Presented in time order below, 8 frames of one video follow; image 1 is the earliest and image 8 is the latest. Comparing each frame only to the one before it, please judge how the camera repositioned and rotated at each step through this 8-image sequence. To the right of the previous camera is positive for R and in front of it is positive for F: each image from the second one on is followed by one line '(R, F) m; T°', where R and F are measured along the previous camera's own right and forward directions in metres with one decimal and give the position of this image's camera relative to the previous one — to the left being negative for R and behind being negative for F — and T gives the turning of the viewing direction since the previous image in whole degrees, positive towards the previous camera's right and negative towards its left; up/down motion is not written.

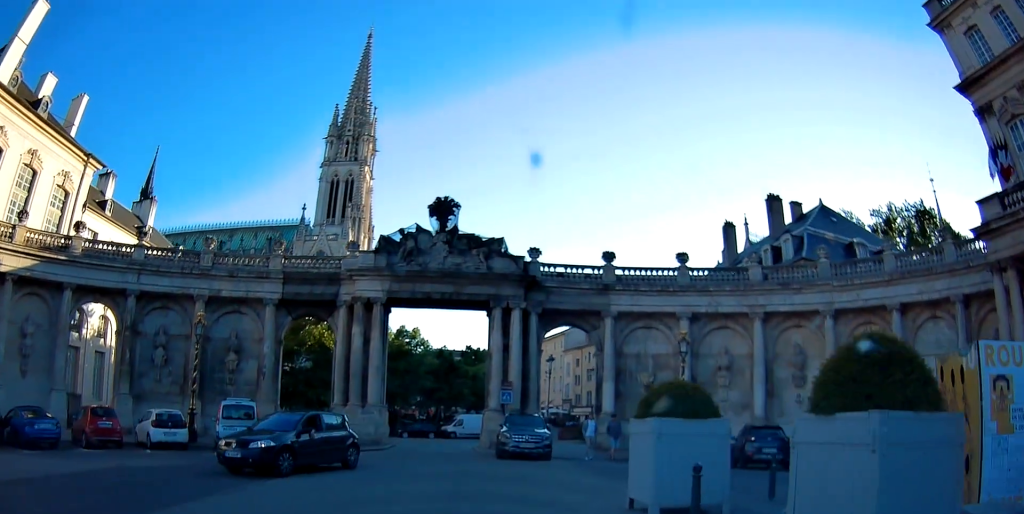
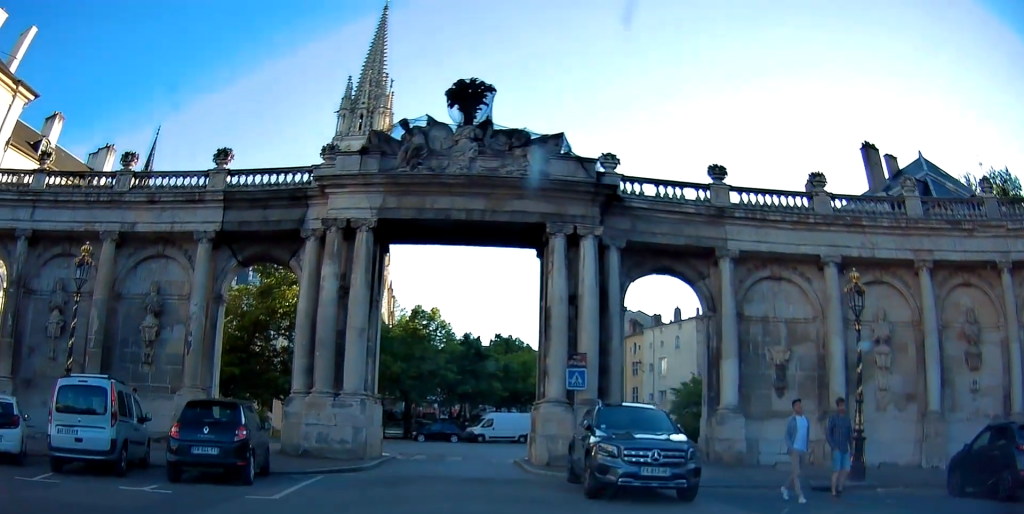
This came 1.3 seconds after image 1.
(-0.5, +11.7) m; -1°
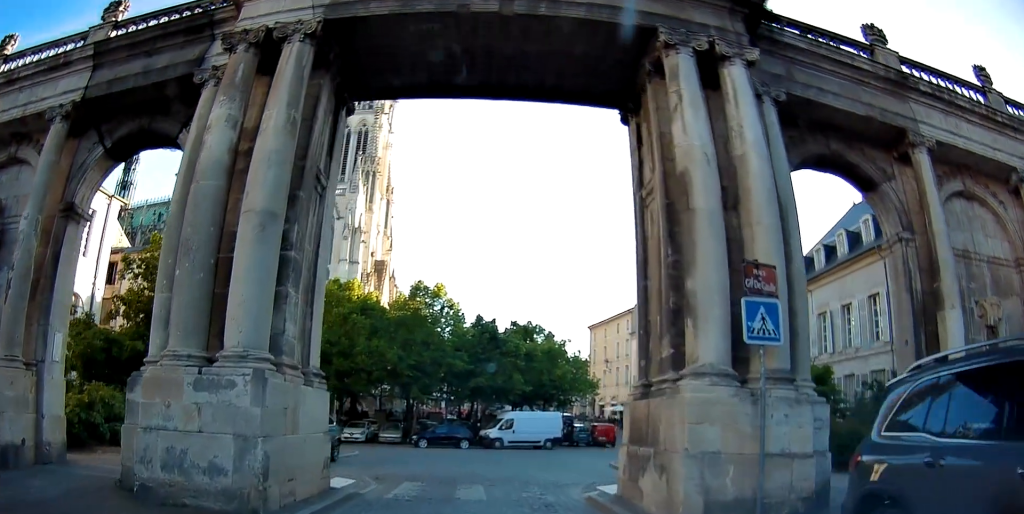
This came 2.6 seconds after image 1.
(+0.2, +10.1) m; -1°
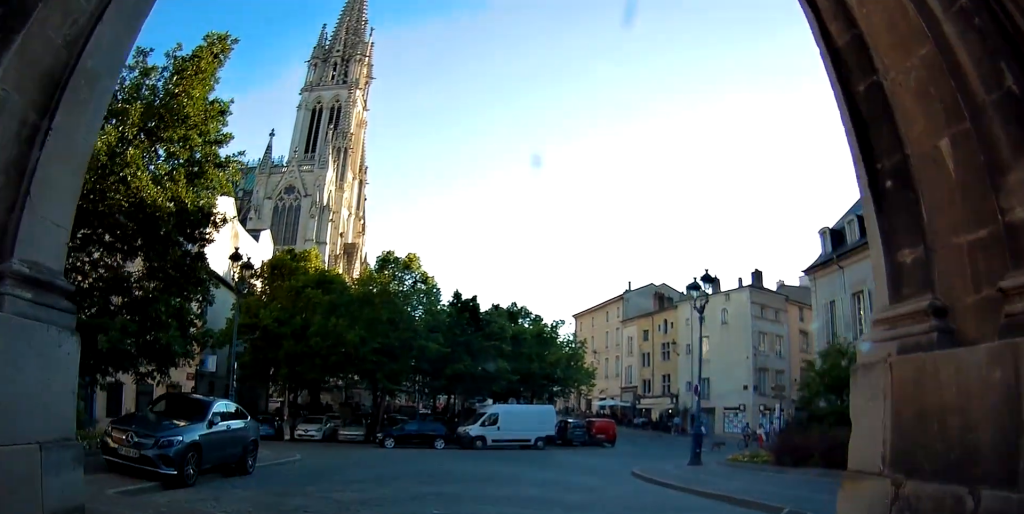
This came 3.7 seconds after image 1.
(-0.3, +8.3) m; 0°
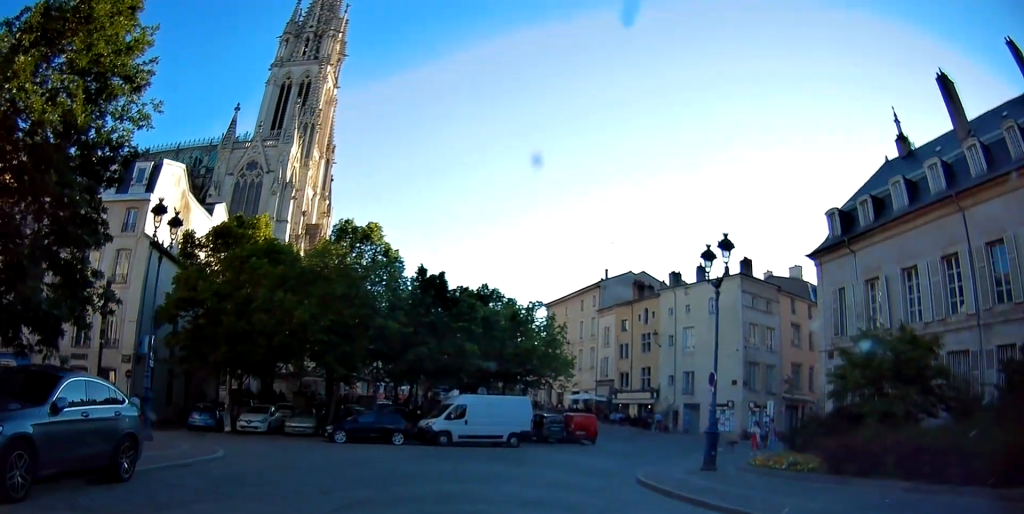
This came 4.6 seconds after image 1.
(+0.1, +5.7) m; +3°
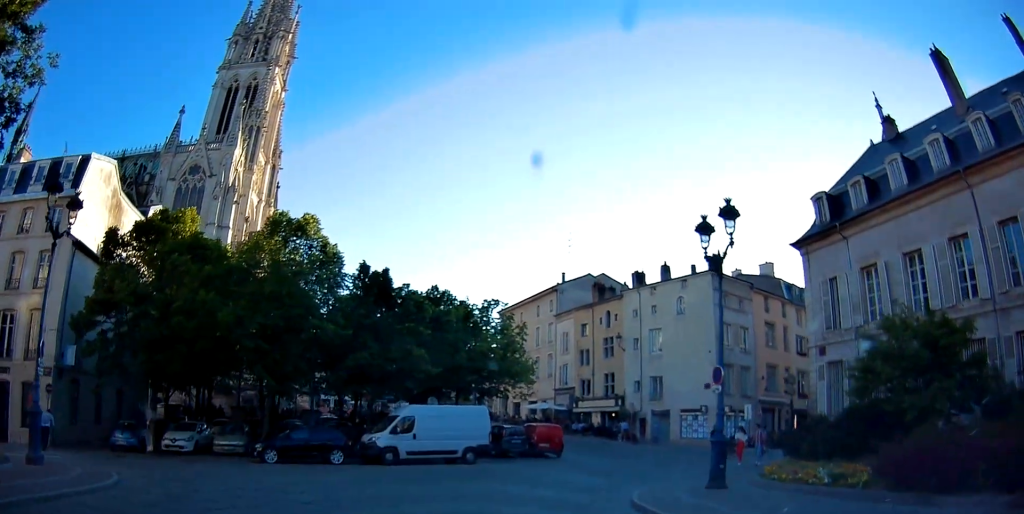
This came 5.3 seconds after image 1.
(0.0, +4.5) m; +4°
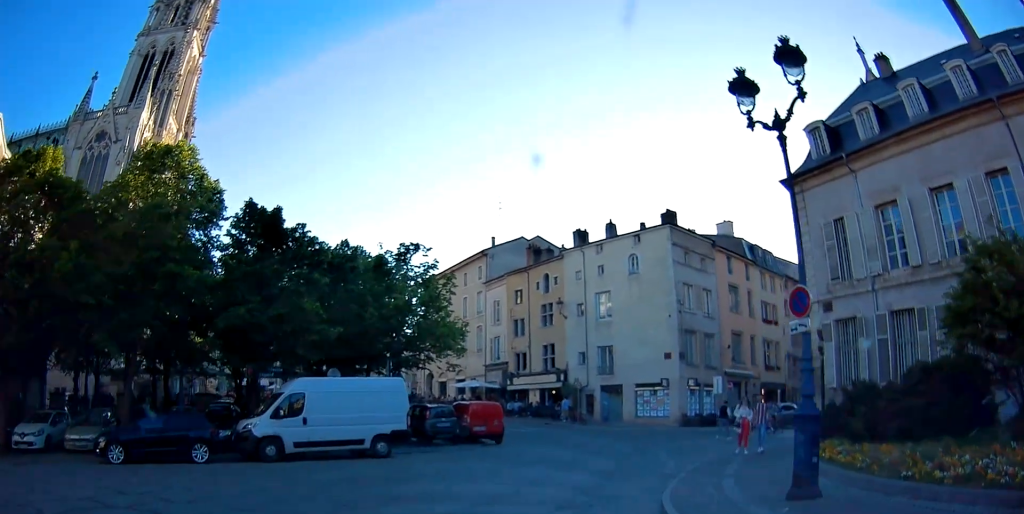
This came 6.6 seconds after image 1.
(+0.8, +7.0) m; +12°
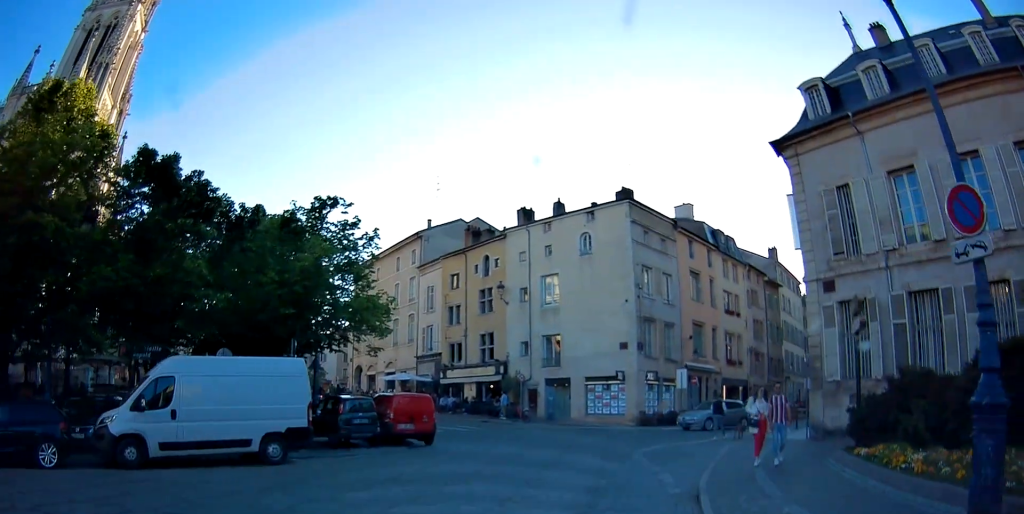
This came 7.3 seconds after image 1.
(+0.3, +4.7) m; +8°
